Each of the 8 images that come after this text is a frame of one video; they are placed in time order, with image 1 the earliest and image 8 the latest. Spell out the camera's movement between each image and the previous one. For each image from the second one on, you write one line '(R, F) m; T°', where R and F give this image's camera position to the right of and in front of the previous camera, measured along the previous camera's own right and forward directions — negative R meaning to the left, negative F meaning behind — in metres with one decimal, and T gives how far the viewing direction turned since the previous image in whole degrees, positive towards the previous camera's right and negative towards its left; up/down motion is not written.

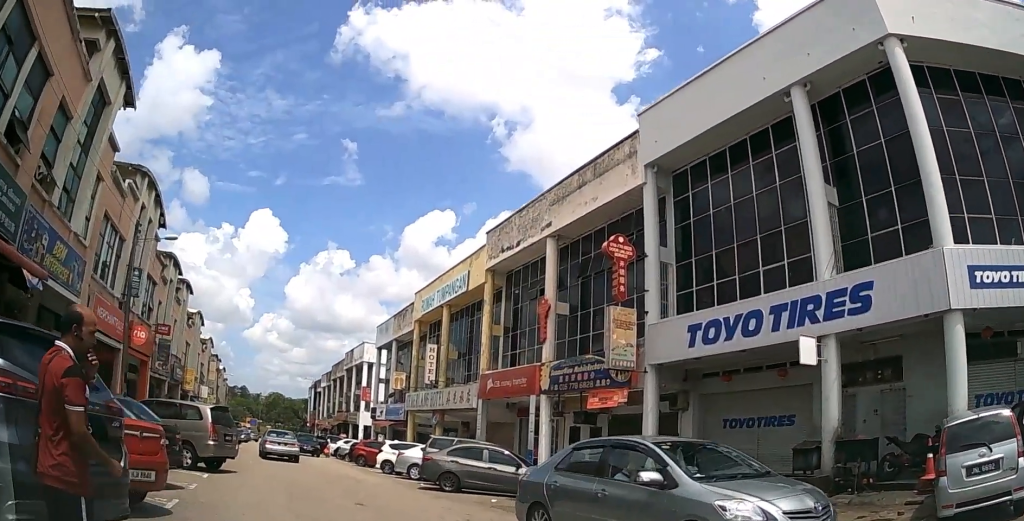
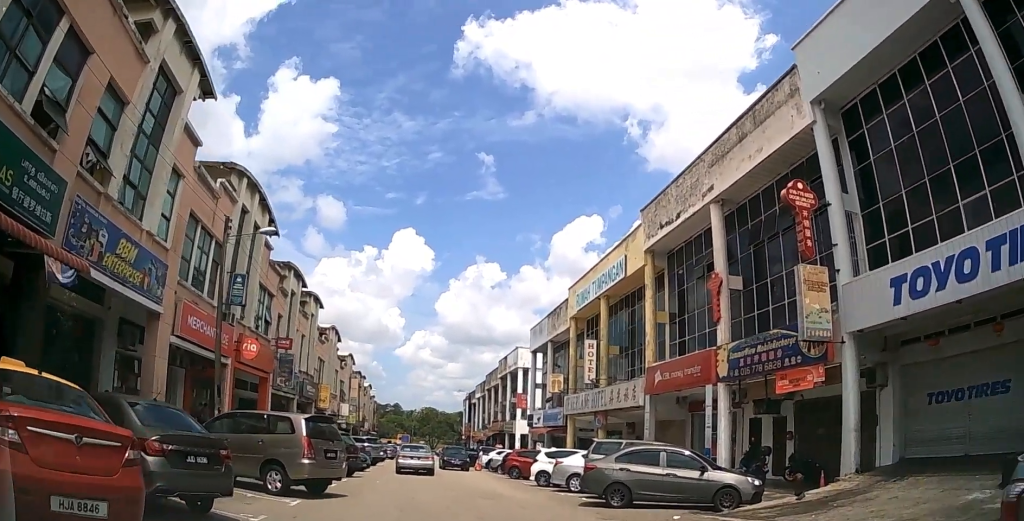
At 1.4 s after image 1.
(-0.5, +3.5) m; -15°
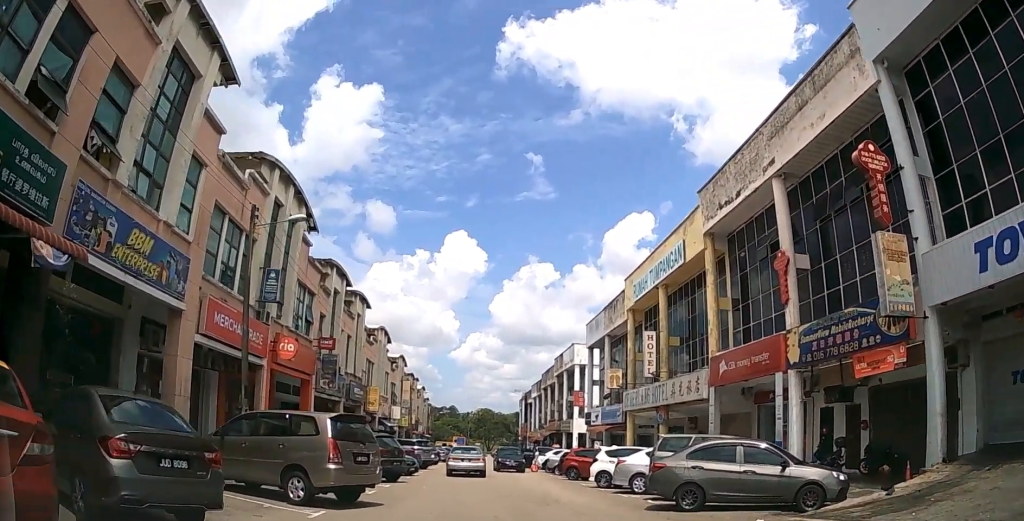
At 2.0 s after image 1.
(-0.1, +1.6) m; -3°
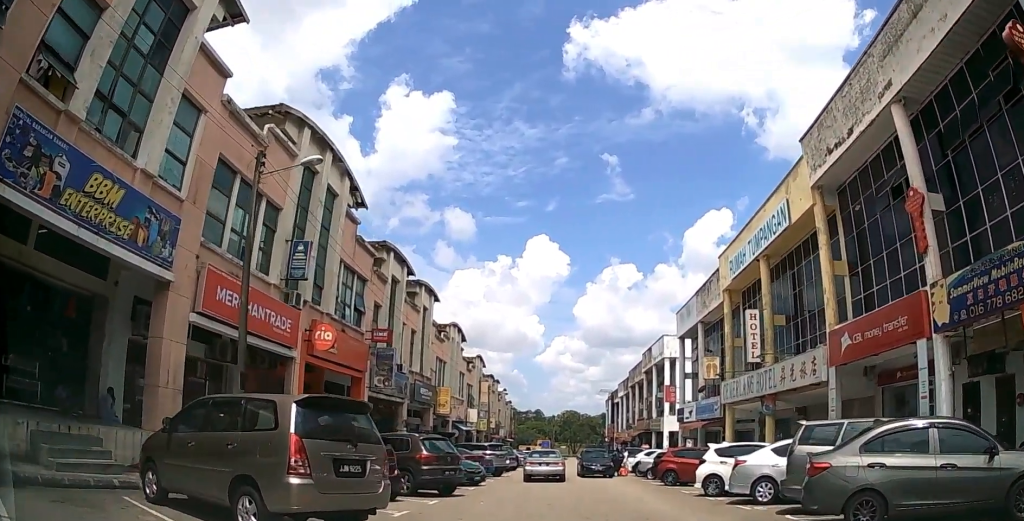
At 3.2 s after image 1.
(-0.2, +4.5) m; -2°
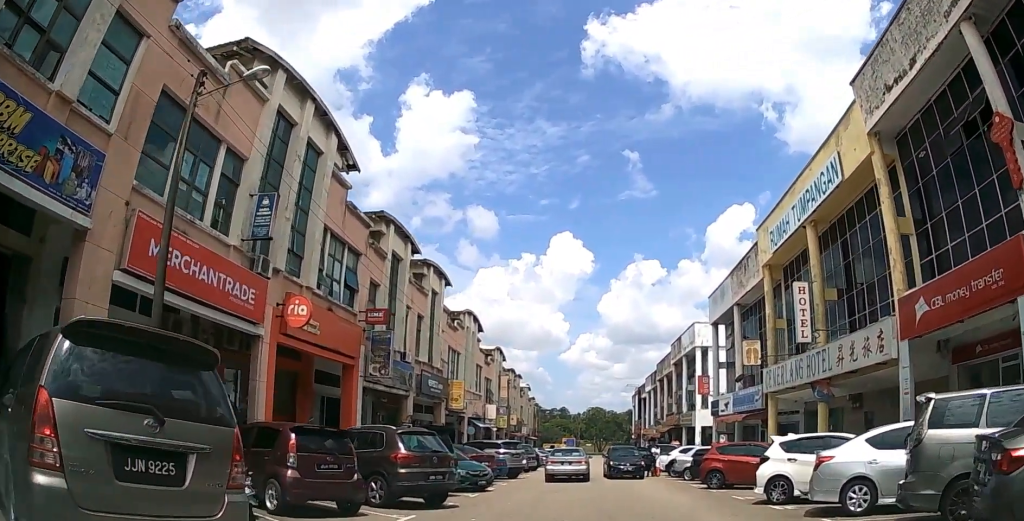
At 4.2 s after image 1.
(0.0, +3.6) m; +1°
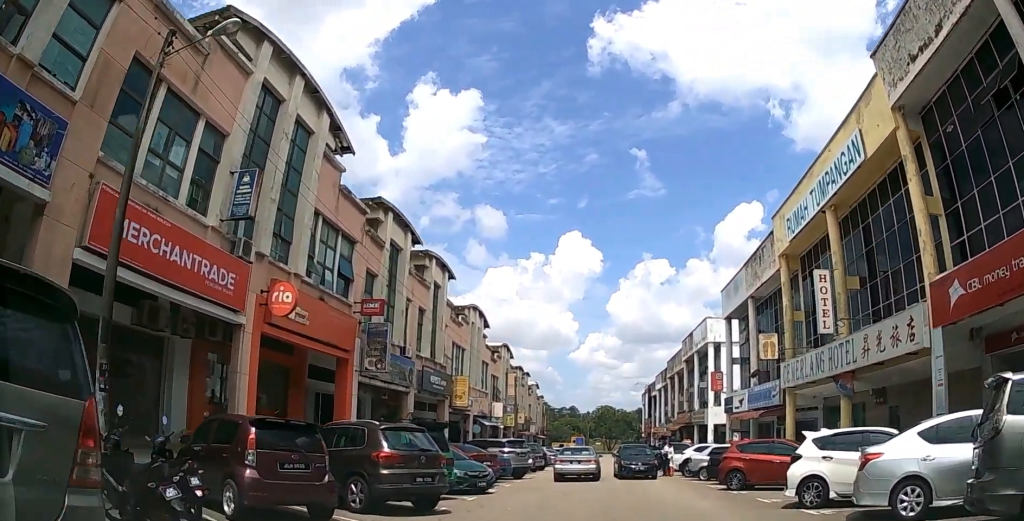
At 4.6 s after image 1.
(0.0, +1.6) m; 0°
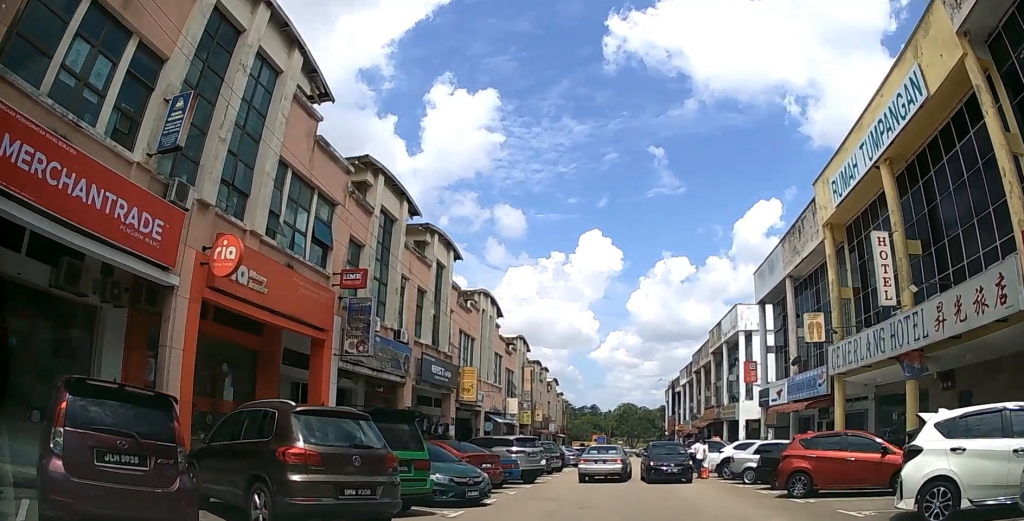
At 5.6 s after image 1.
(-0.1, +3.6) m; -2°
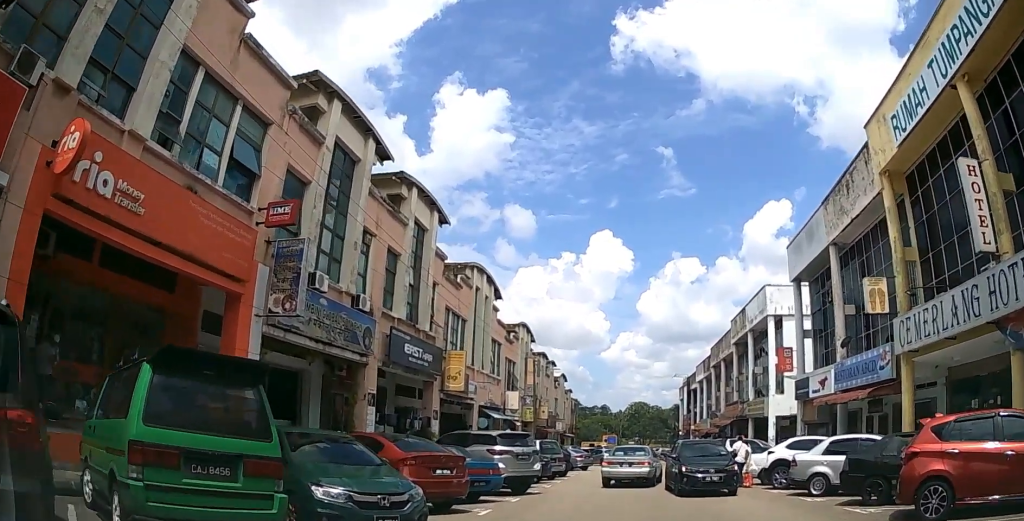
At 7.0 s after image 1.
(-0.1, +5.3) m; 0°
